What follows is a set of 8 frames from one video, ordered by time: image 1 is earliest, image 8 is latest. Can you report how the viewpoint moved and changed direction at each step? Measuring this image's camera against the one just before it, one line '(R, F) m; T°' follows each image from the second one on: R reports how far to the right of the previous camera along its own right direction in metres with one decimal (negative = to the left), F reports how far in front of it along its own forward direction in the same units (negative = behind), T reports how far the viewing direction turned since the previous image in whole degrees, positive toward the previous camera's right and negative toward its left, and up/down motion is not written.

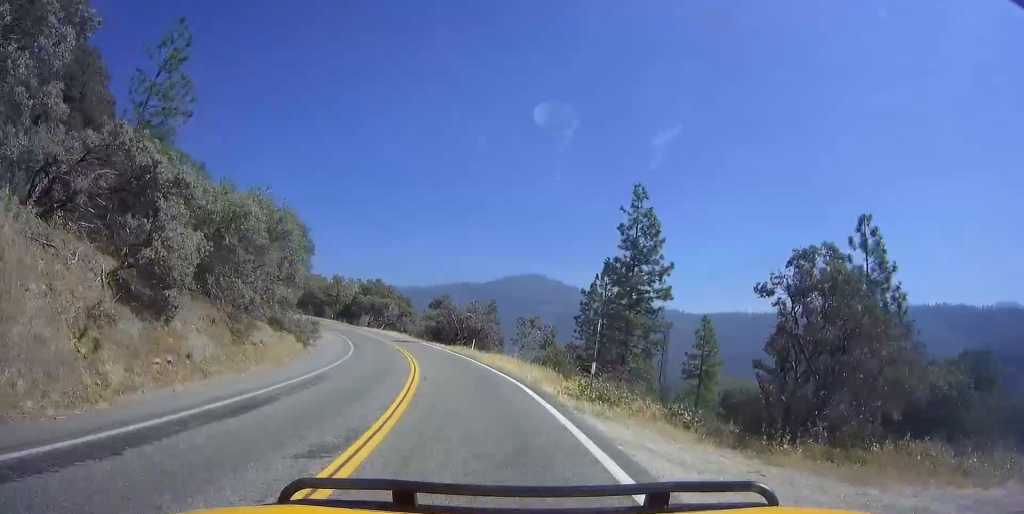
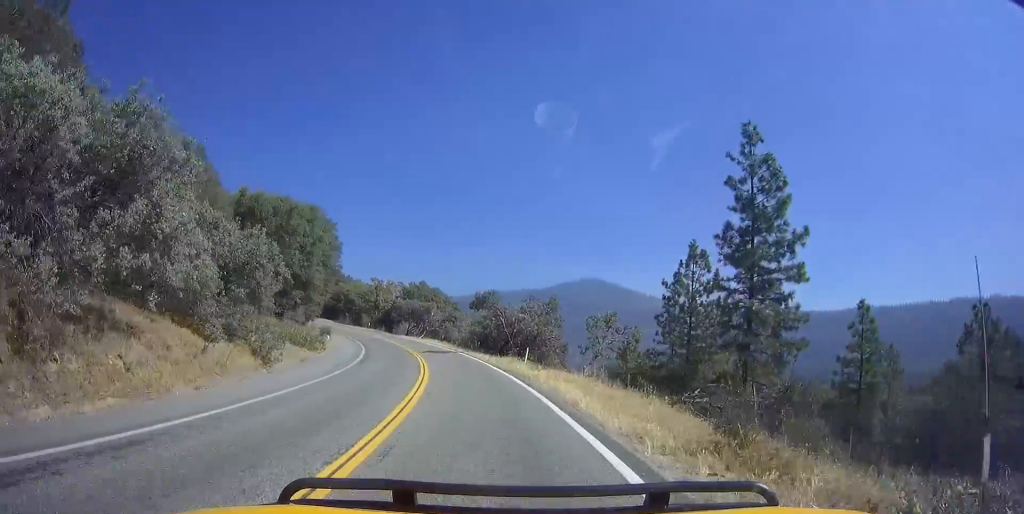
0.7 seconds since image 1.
(-0.9, +11.8) m; -4°
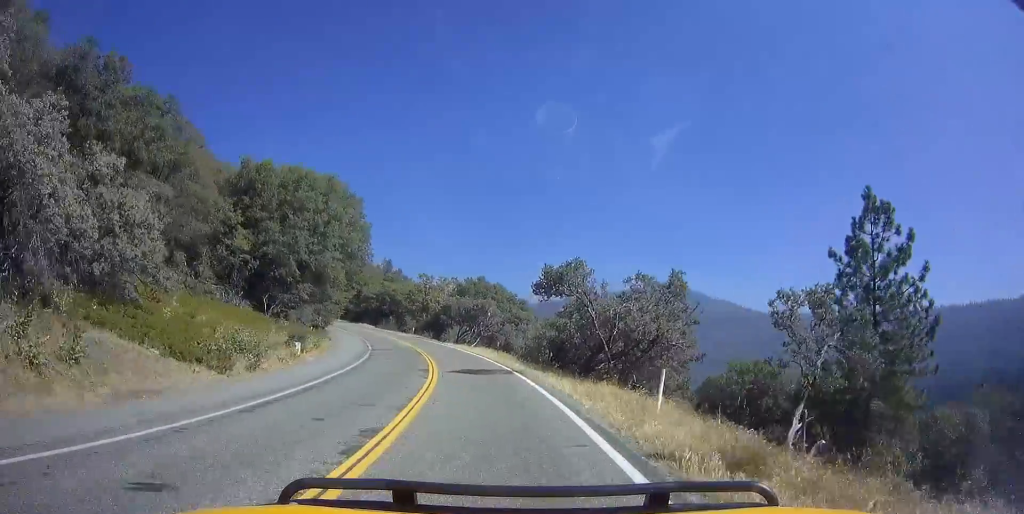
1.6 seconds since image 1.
(-0.6, +17.2) m; -3°
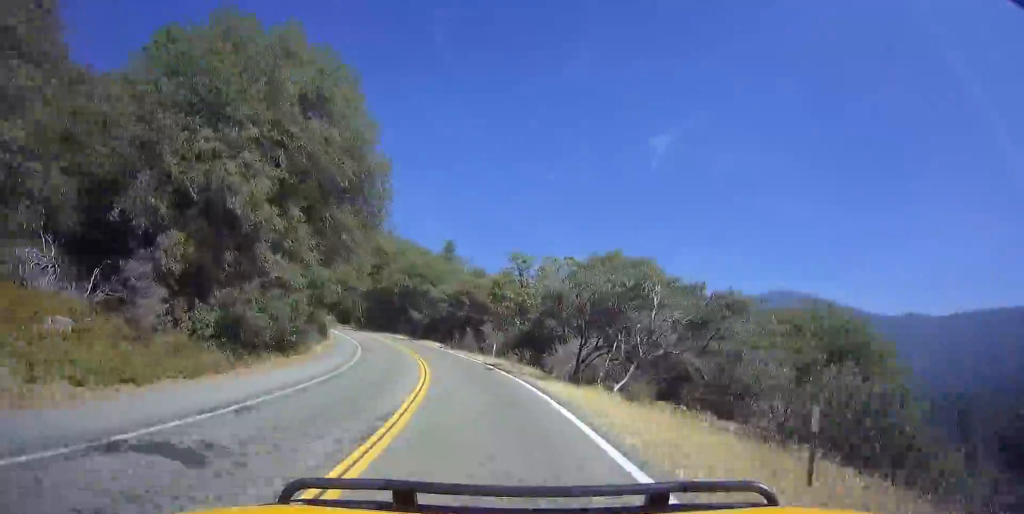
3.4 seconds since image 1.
(-2.5, +31.4) m; -12°
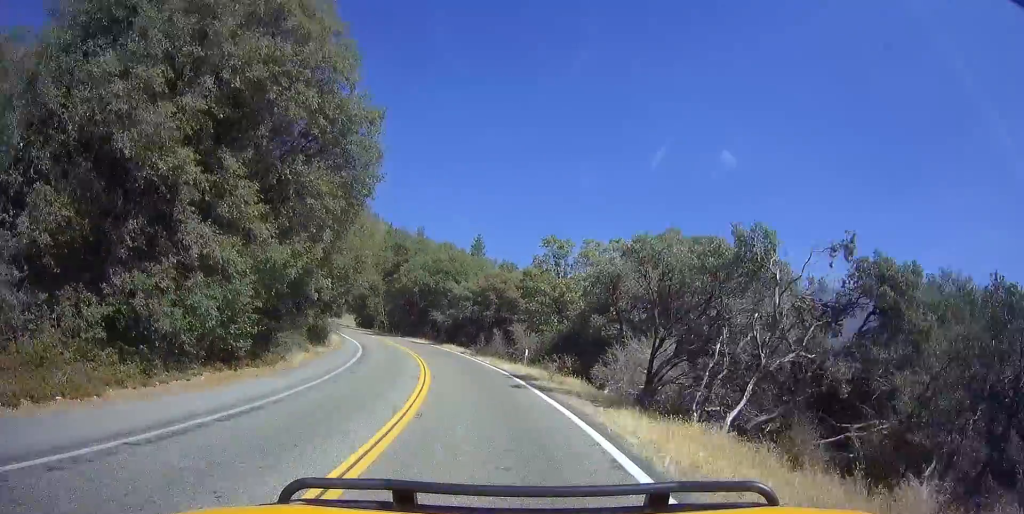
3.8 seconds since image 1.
(-0.6, +8.0) m; -3°
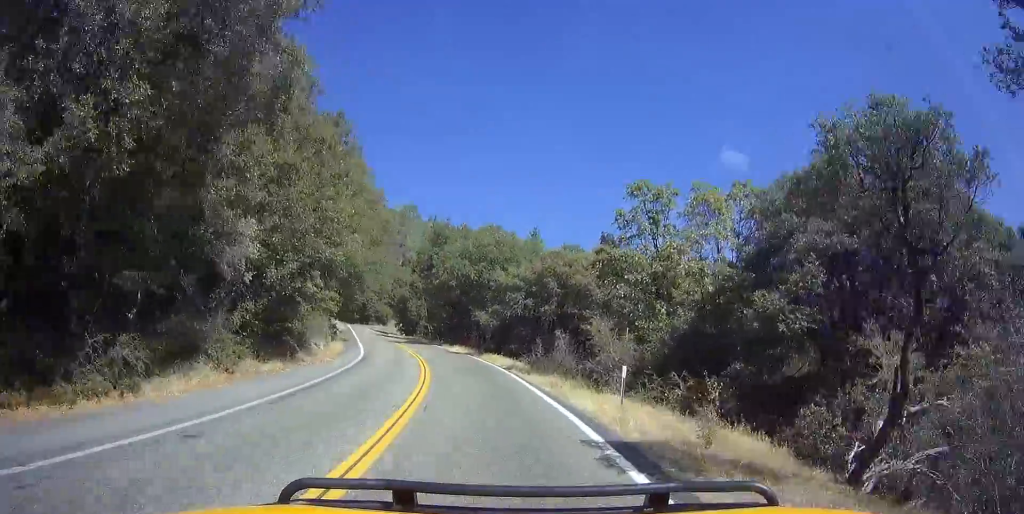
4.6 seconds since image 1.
(-0.4, +14.6) m; -3°
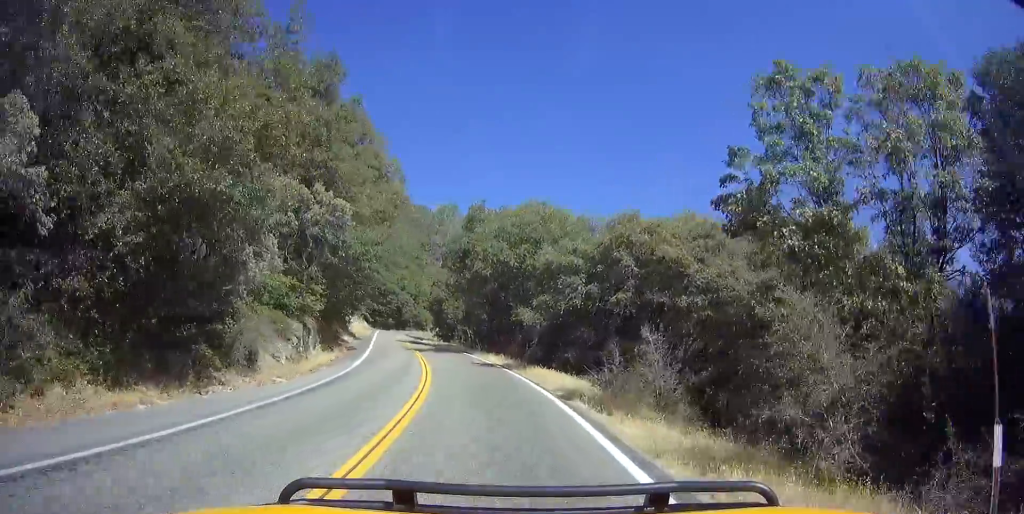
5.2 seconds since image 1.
(+0.1, +11.5) m; -2°
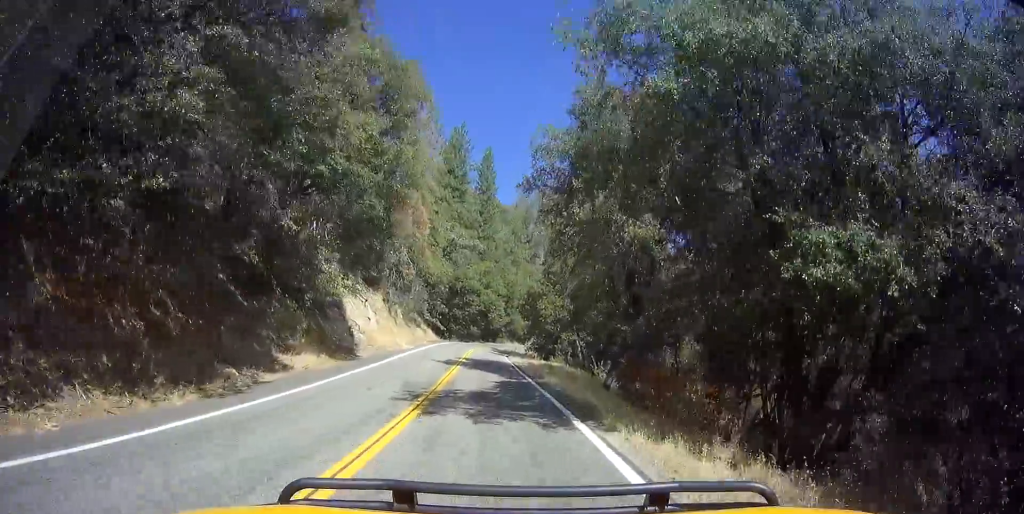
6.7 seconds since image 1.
(-2.8, +28.1) m; -11°
